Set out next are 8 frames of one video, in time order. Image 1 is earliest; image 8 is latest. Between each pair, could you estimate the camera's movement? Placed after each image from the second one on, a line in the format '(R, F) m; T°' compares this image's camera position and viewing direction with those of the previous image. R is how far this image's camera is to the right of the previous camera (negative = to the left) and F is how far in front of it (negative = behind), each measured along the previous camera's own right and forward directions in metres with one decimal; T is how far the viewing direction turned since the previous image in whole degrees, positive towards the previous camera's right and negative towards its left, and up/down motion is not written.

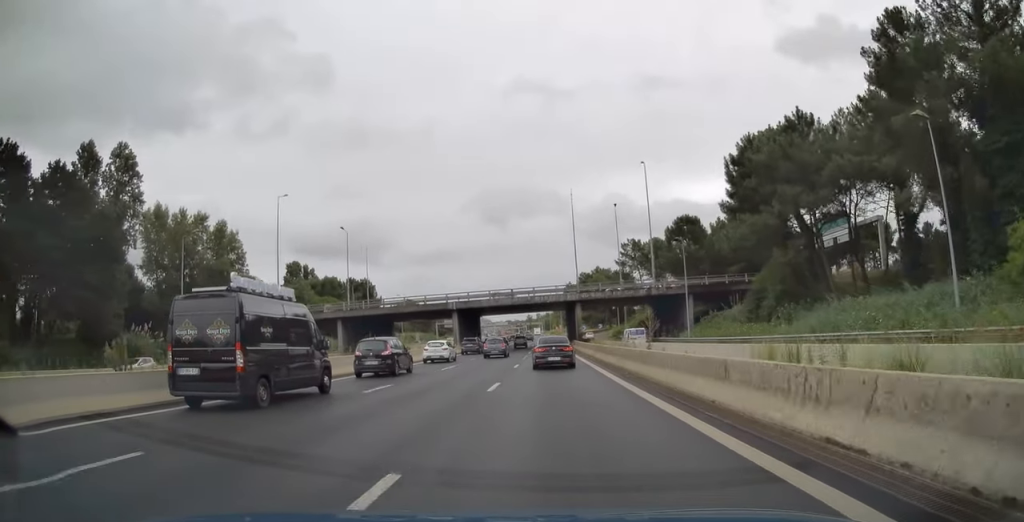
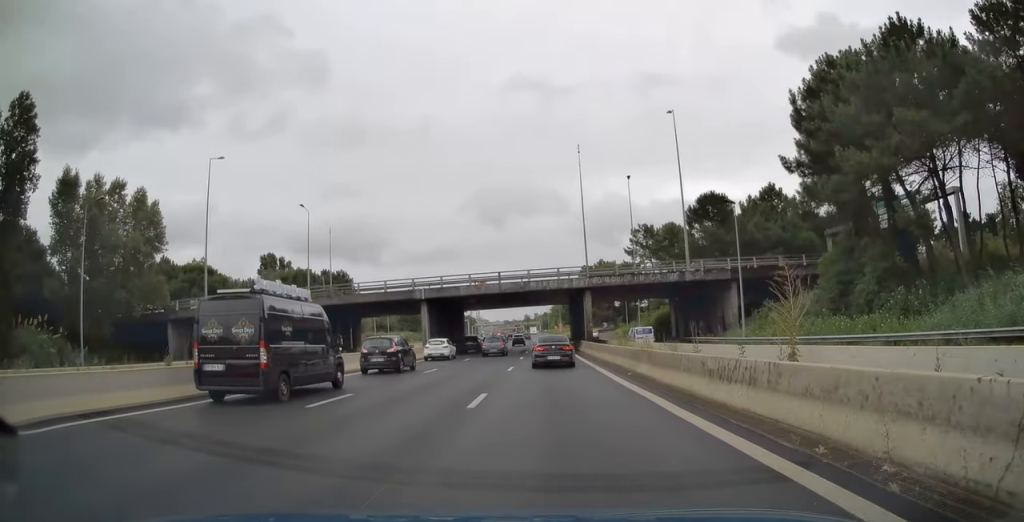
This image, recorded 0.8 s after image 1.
(-0.3, +17.3) m; -1°
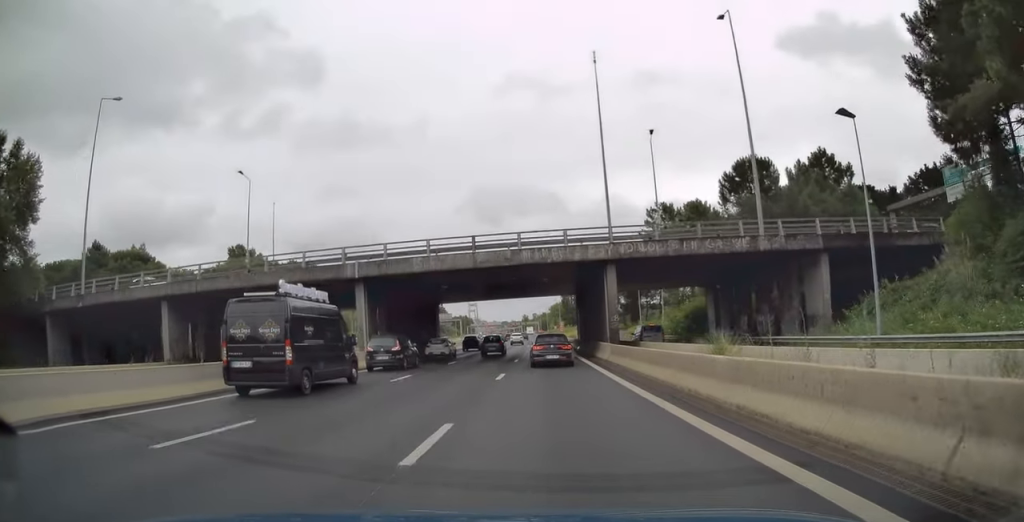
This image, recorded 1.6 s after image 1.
(0.0, +18.6) m; 0°
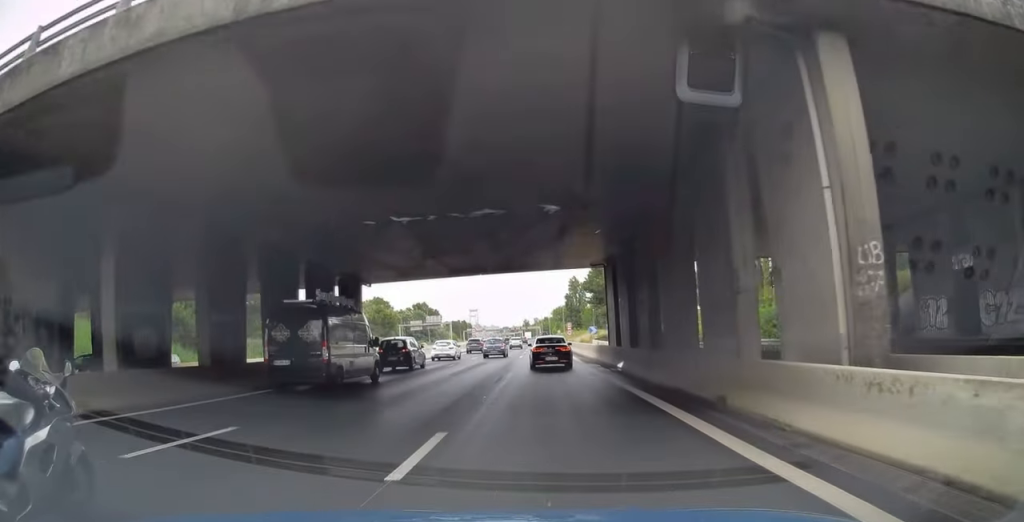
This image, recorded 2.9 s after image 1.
(0.0, +26.8) m; 0°
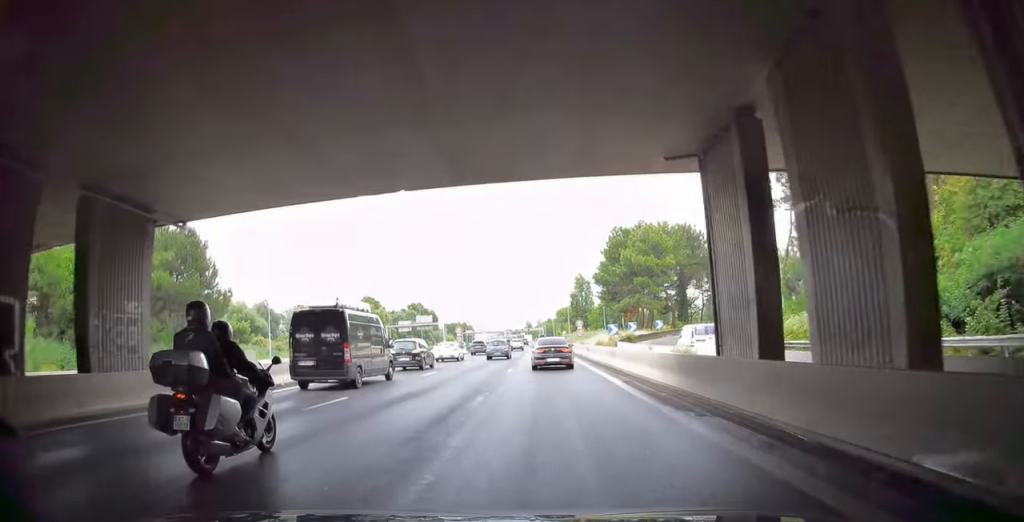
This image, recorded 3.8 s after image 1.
(+0.1, +20.2) m; 0°
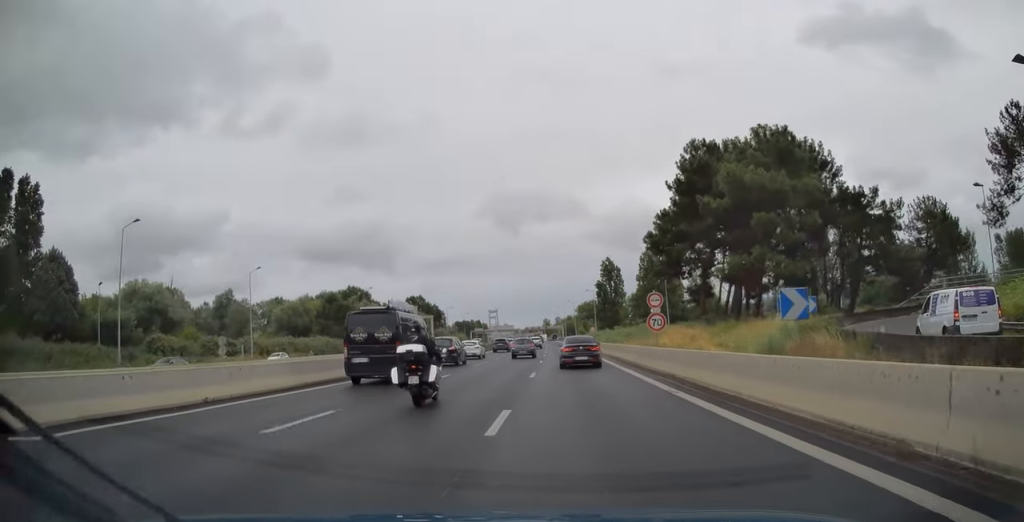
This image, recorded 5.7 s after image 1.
(-0.3, +41.8) m; -2°
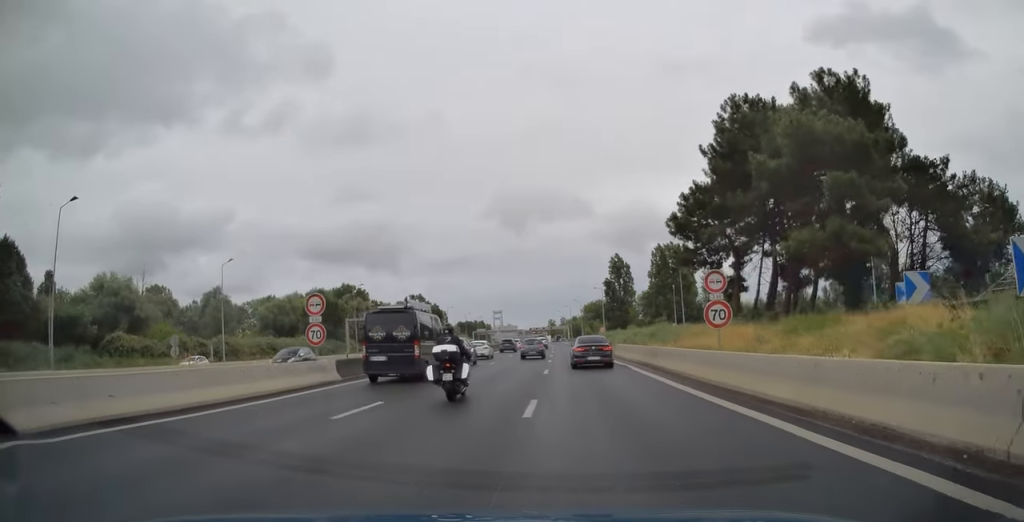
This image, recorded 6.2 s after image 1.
(-0.2, +10.9) m; -1°
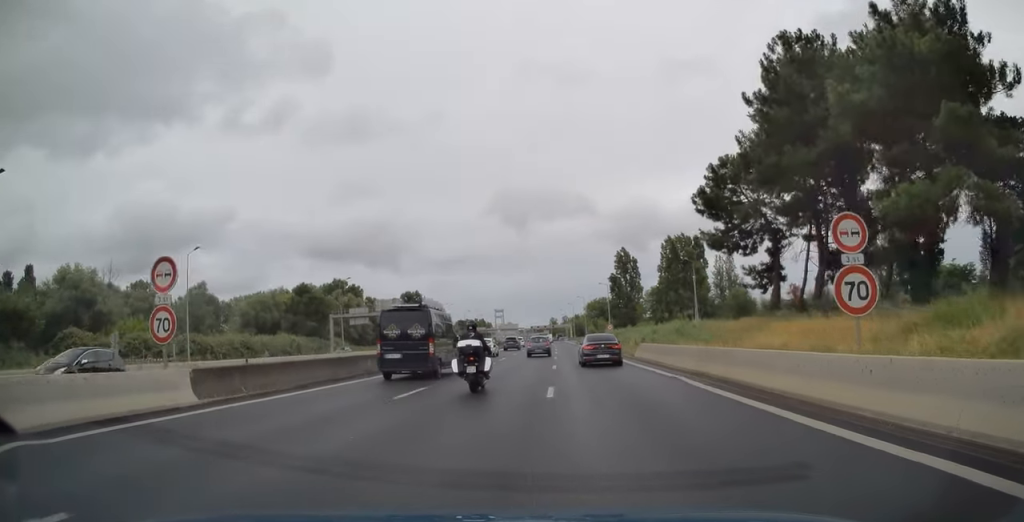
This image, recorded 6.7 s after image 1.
(-0.1, +10.2) m; -1°
